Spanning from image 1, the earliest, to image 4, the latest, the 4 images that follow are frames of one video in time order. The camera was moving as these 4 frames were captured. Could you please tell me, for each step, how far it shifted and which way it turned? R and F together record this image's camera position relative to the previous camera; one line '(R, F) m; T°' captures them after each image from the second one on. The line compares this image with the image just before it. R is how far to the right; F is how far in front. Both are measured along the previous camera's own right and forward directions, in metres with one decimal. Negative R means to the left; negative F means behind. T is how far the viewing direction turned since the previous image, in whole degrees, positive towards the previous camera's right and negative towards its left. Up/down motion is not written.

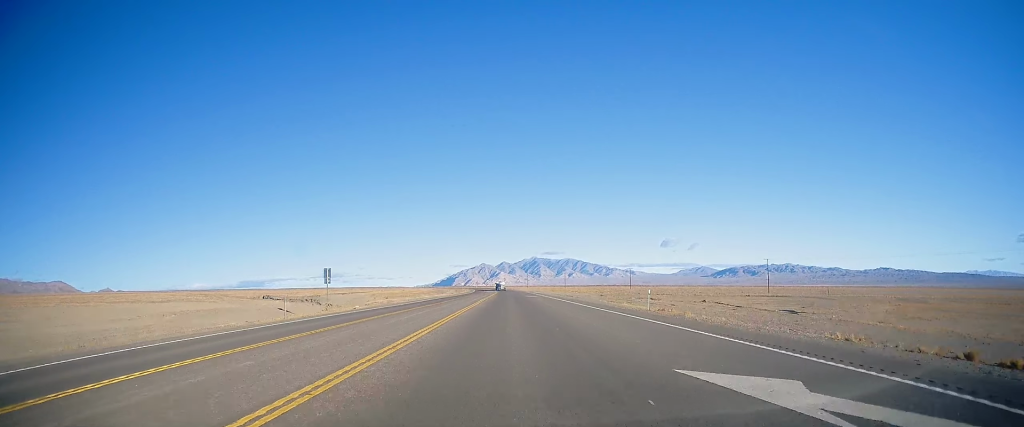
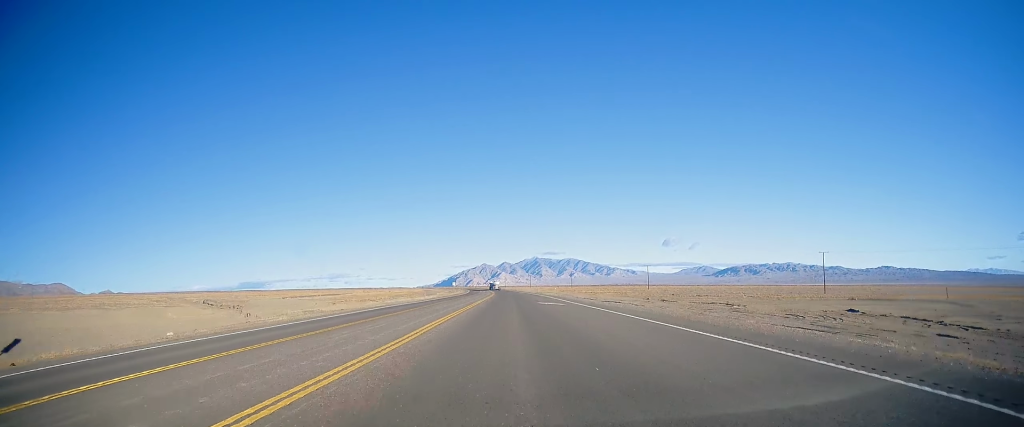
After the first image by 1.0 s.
(+0.5, +34.5) m; 0°
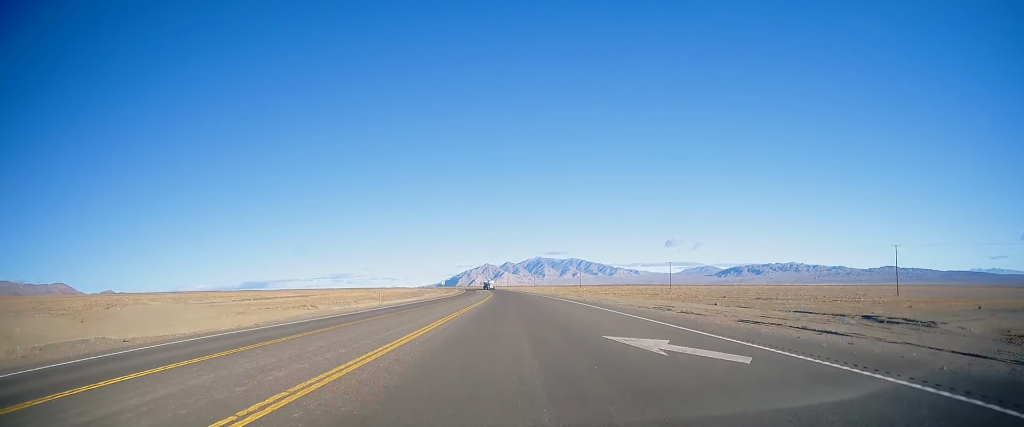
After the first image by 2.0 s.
(-0.2, +31.5) m; -1°
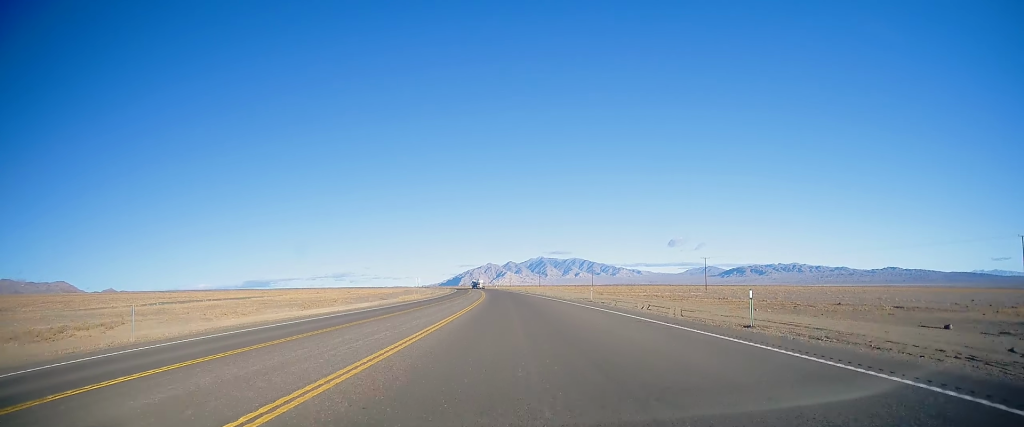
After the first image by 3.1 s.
(-0.1, +38.5) m; 0°
